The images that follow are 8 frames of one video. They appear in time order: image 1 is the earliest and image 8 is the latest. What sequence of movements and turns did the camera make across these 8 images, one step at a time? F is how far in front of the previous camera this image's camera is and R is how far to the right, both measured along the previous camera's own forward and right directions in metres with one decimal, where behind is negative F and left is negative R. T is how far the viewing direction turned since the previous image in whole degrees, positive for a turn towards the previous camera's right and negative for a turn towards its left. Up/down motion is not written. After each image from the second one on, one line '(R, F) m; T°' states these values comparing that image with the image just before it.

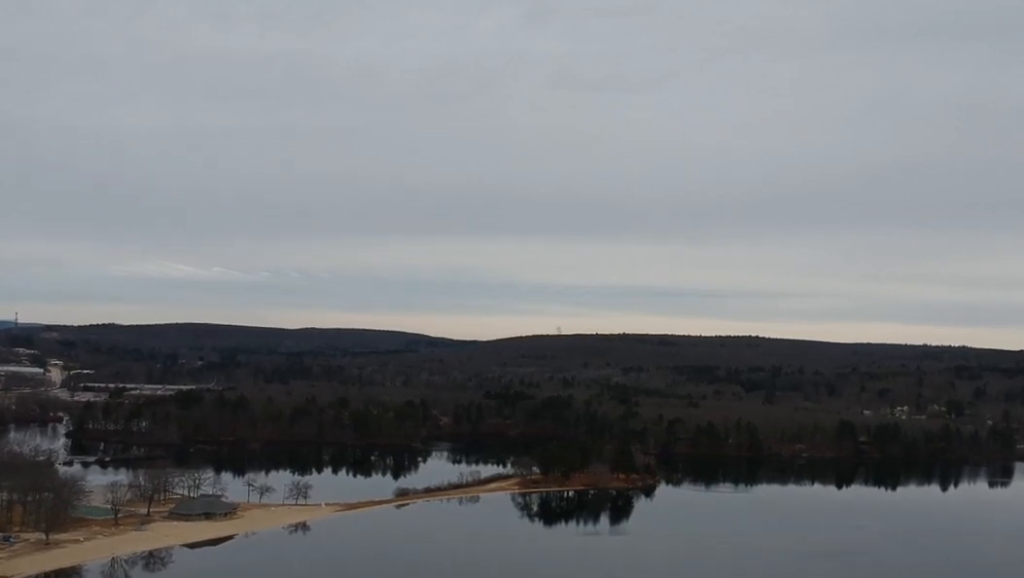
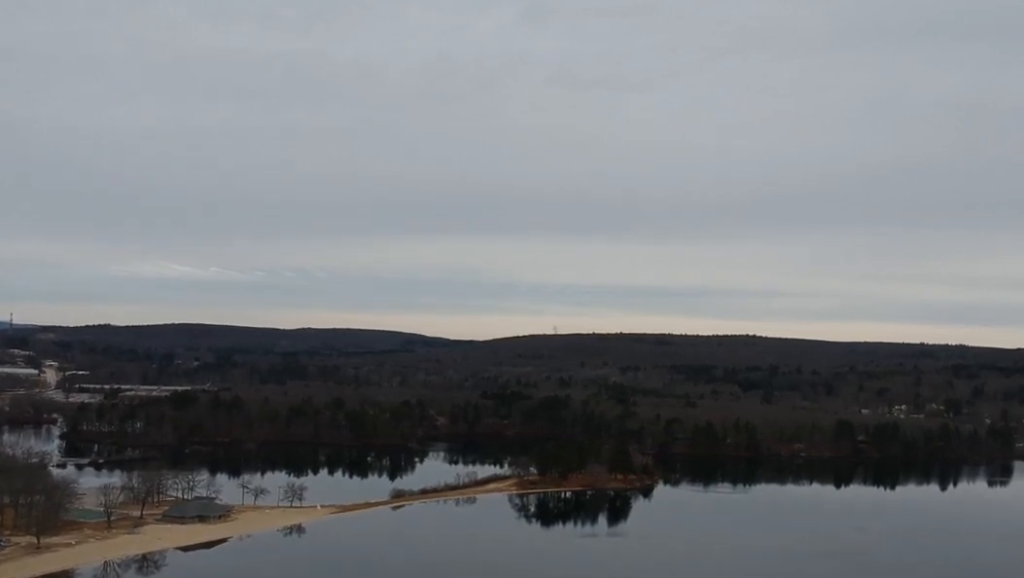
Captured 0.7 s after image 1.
(0.0, +5.0) m; 0°
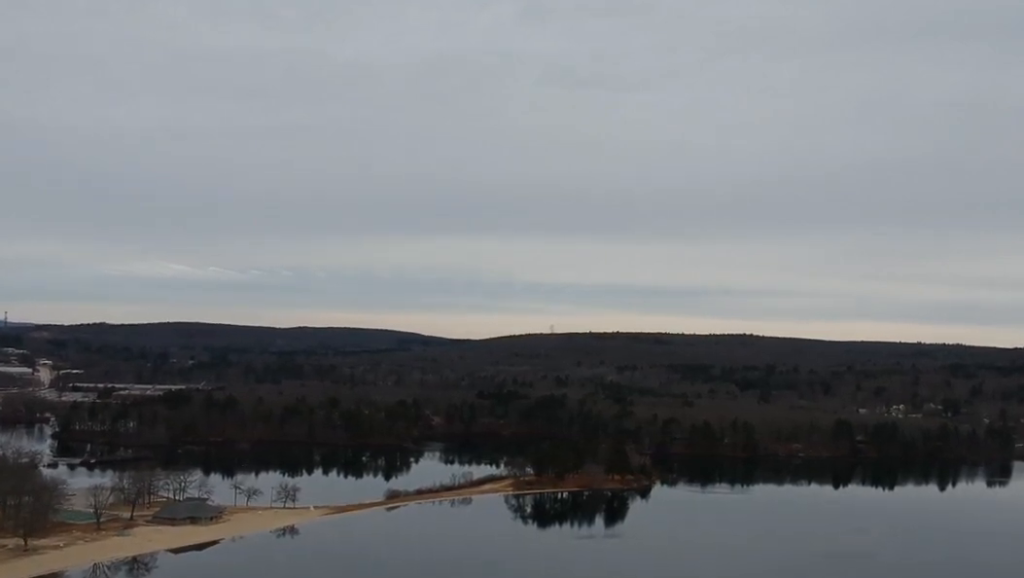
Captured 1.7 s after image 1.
(0.0, +6.9) m; +1°
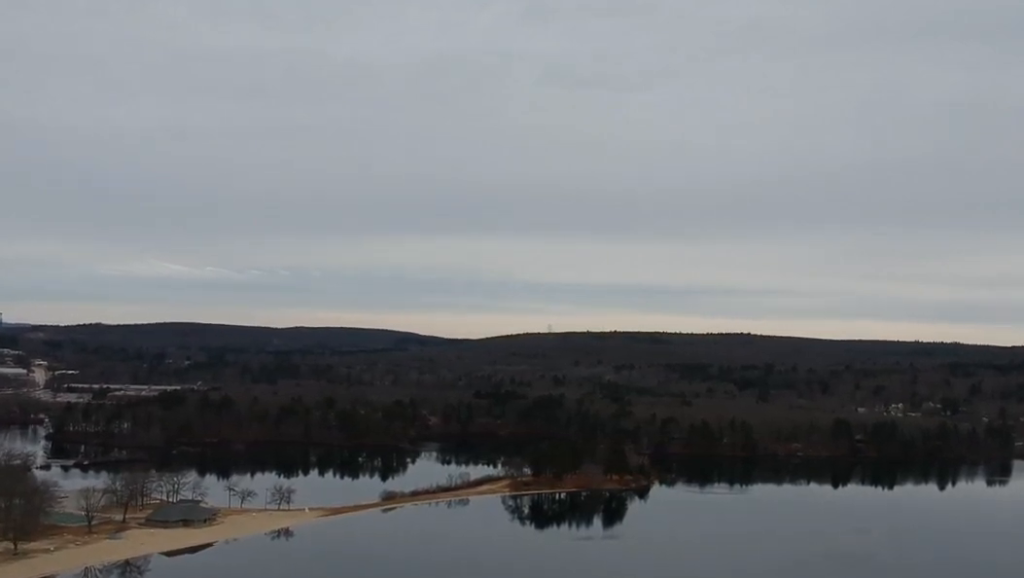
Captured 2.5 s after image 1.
(+0.1, +5.9) m; +1°
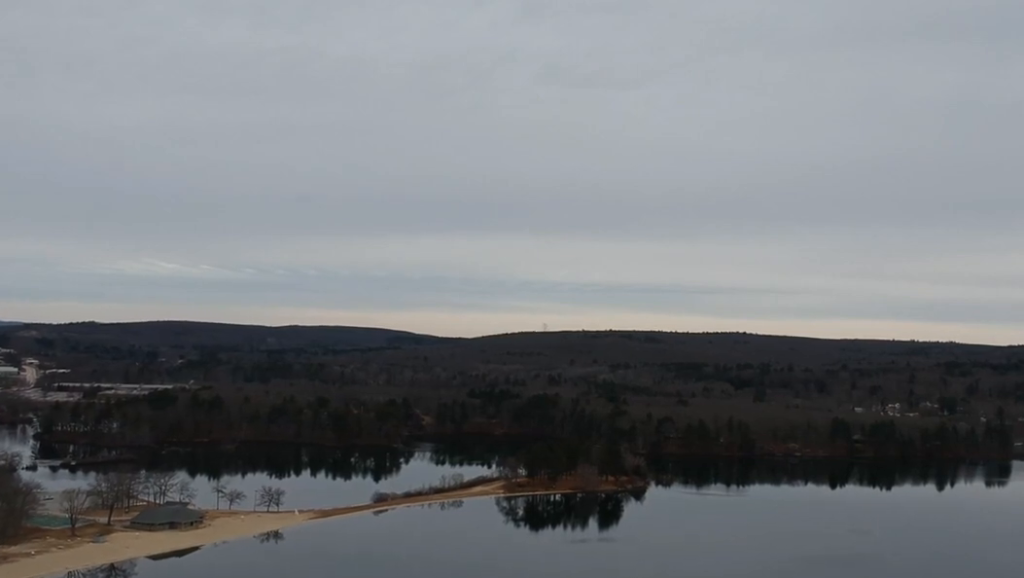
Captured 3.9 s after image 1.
(0.0, +10.2) m; 0°
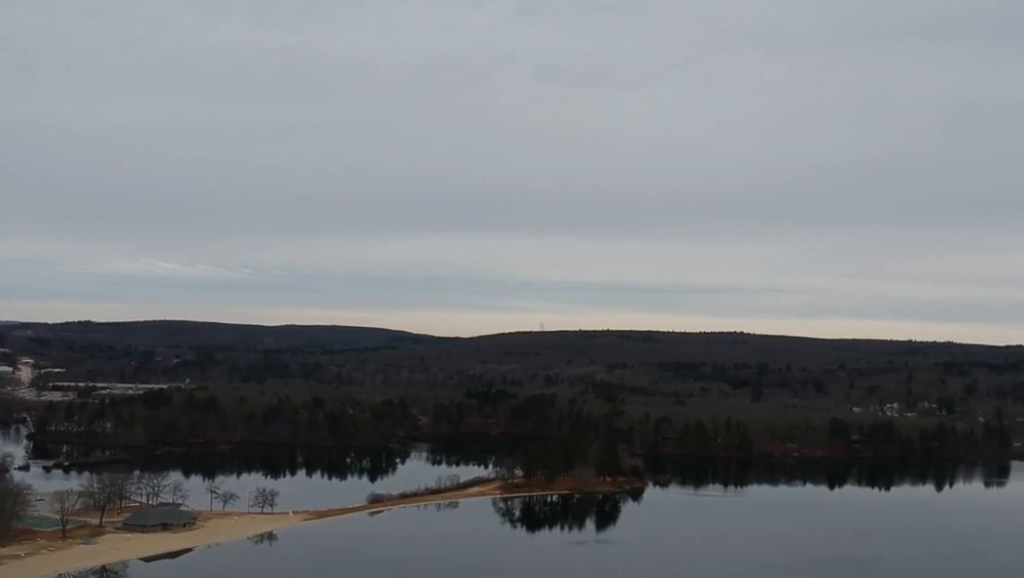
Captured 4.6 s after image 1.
(0.0, +4.9) m; 0°
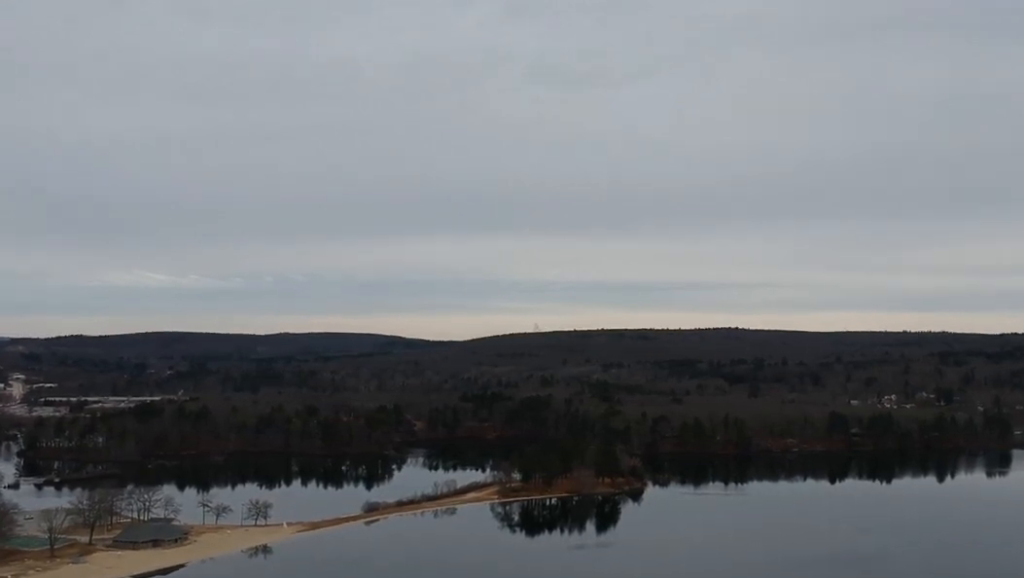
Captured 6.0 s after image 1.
(-0.1, +9.5) m; -3°
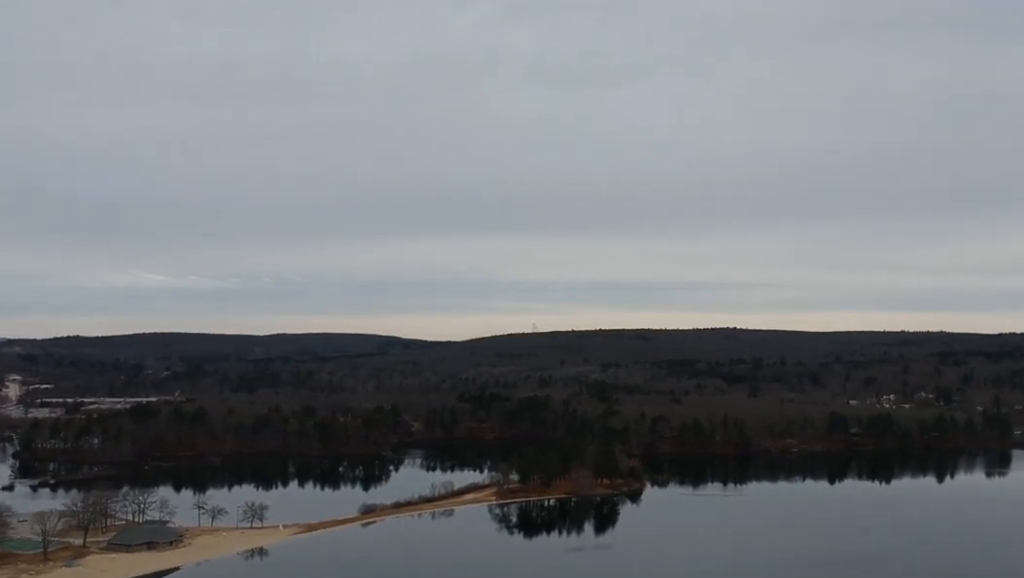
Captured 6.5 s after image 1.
(0.0, +3.8) m; -2°
